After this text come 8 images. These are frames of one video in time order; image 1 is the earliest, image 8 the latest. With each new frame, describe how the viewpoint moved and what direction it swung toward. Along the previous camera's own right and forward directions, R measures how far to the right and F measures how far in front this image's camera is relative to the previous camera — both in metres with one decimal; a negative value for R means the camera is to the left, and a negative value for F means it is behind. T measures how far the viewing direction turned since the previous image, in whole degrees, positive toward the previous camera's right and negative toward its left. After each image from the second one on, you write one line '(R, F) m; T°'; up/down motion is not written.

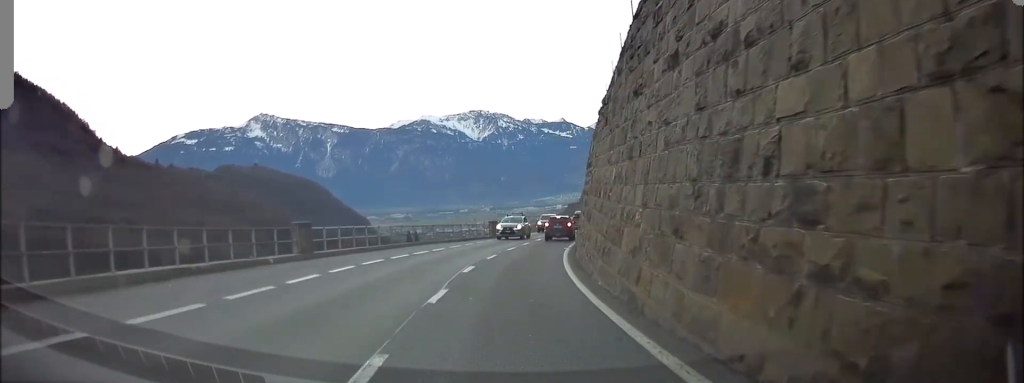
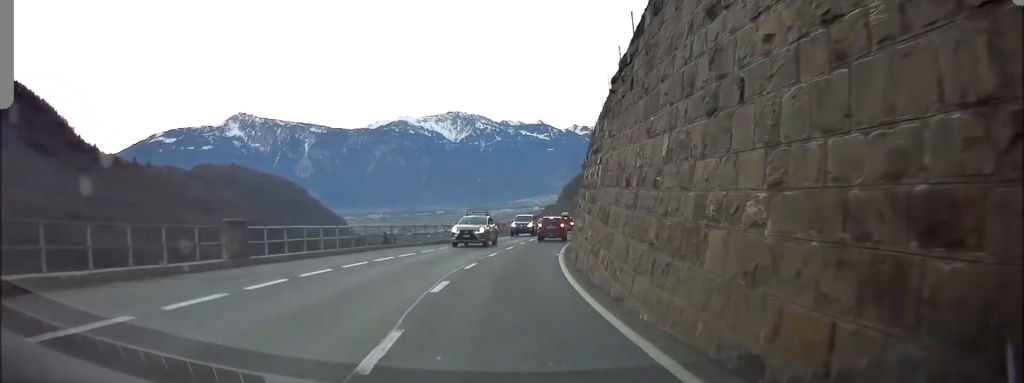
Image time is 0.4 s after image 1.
(0.0, +4.4) m; 0°
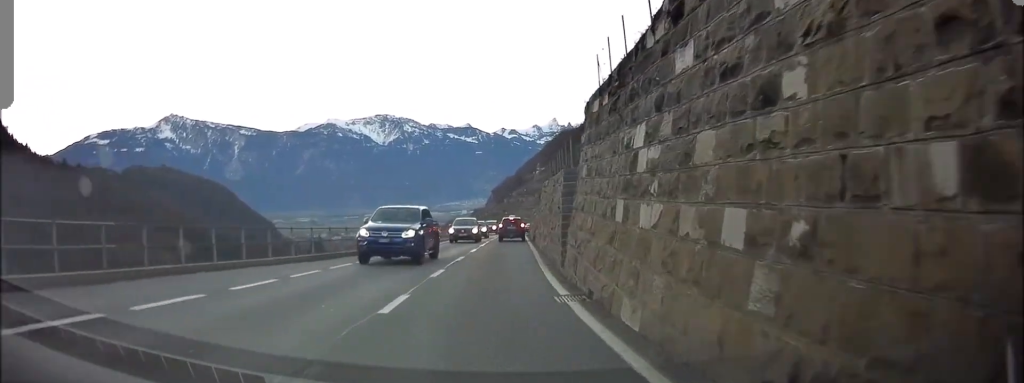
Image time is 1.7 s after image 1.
(+0.1, +14.5) m; +4°
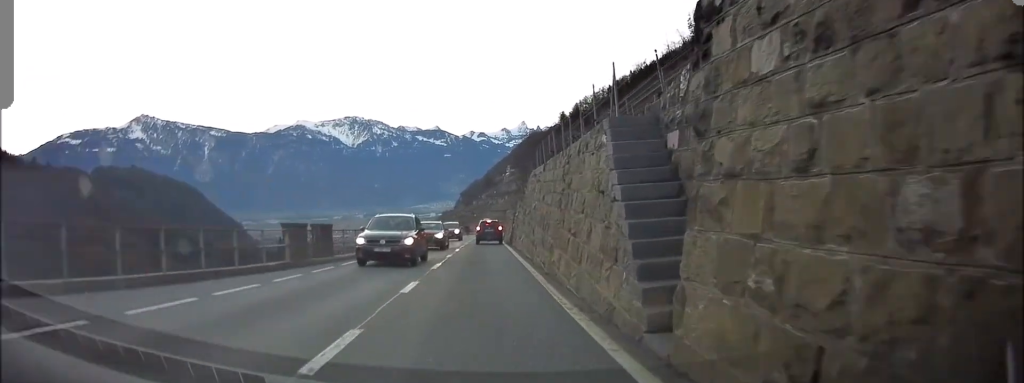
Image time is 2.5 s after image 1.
(+0.3, +9.1) m; +4°
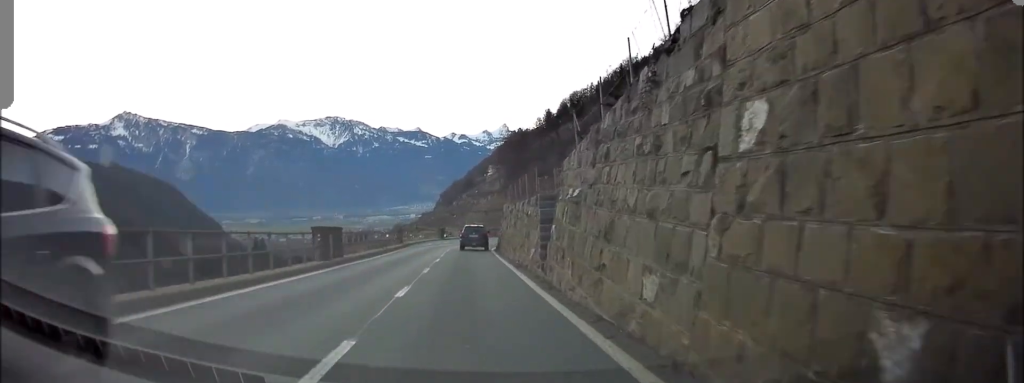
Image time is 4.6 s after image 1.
(+1.2, +25.0) m; +5°
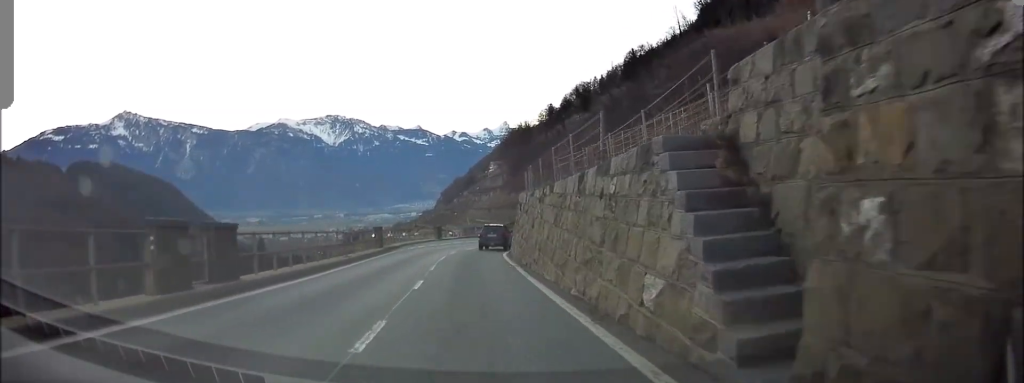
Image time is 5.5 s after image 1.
(+0.3, +10.6) m; +3°
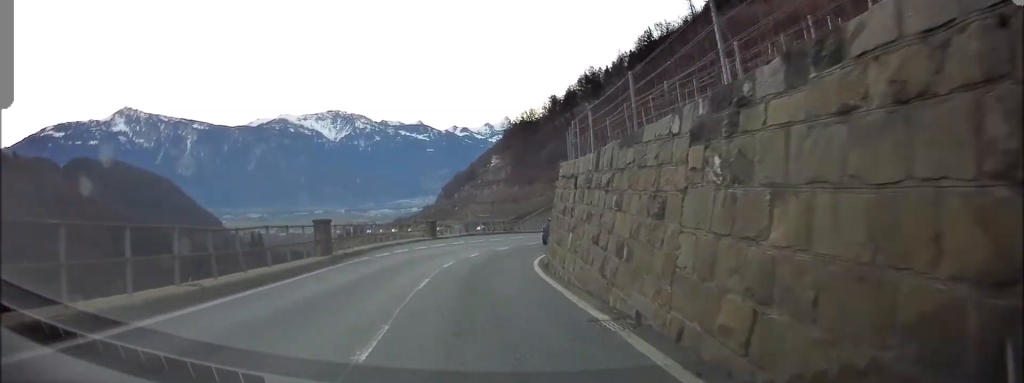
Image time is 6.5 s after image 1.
(+0.4, +12.5) m; +1°
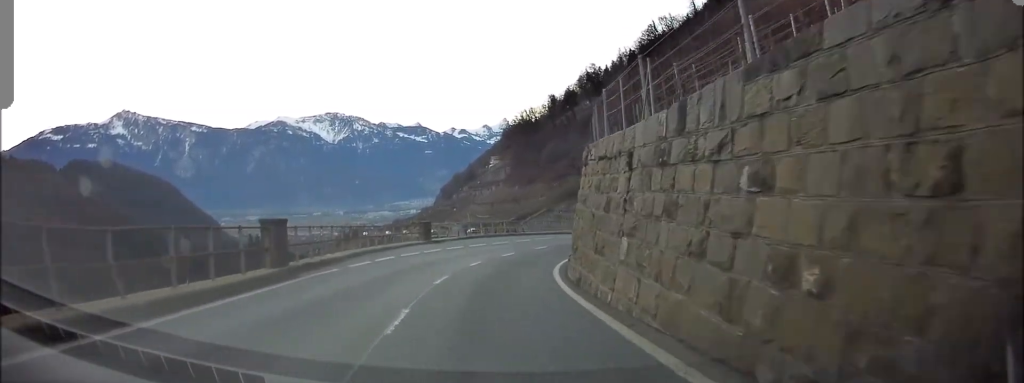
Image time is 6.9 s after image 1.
(-0.2, +5.1) m; 0°
